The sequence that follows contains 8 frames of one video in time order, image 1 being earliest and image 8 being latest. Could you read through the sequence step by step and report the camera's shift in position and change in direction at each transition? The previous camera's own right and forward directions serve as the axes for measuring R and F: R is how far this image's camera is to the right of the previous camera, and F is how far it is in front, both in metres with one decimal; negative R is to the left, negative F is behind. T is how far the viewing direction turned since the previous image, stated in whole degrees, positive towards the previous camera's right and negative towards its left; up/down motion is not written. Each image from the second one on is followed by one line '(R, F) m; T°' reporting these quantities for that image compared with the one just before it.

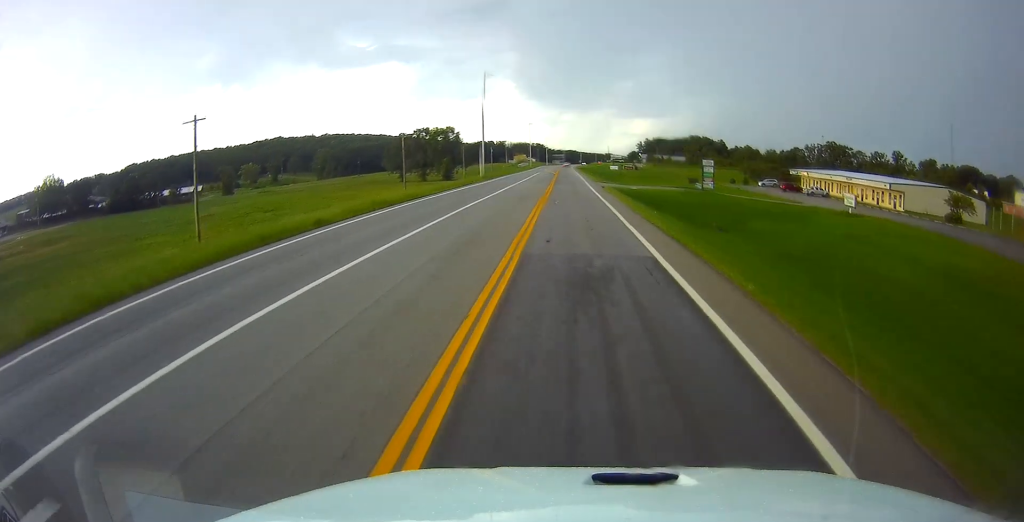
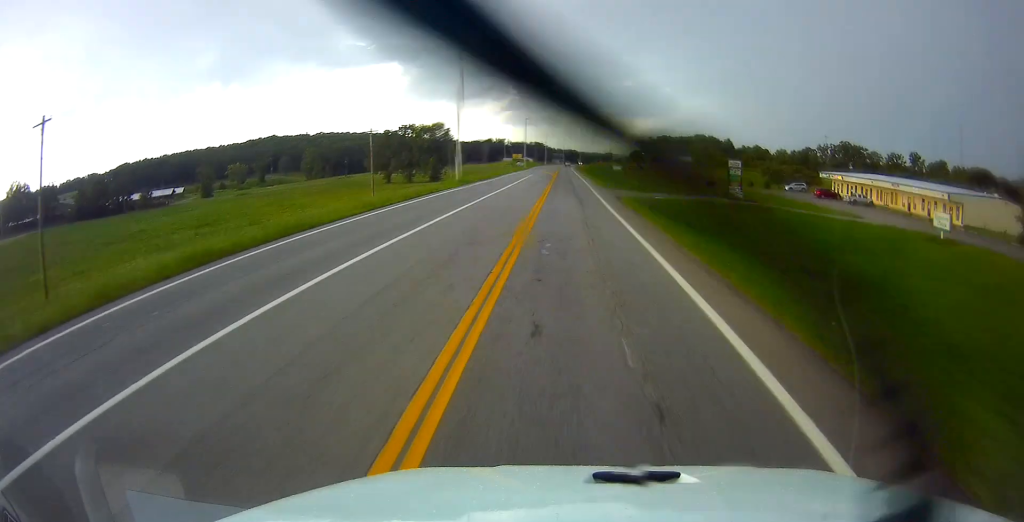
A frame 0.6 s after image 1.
(+0.3, +16.7) m; +1°
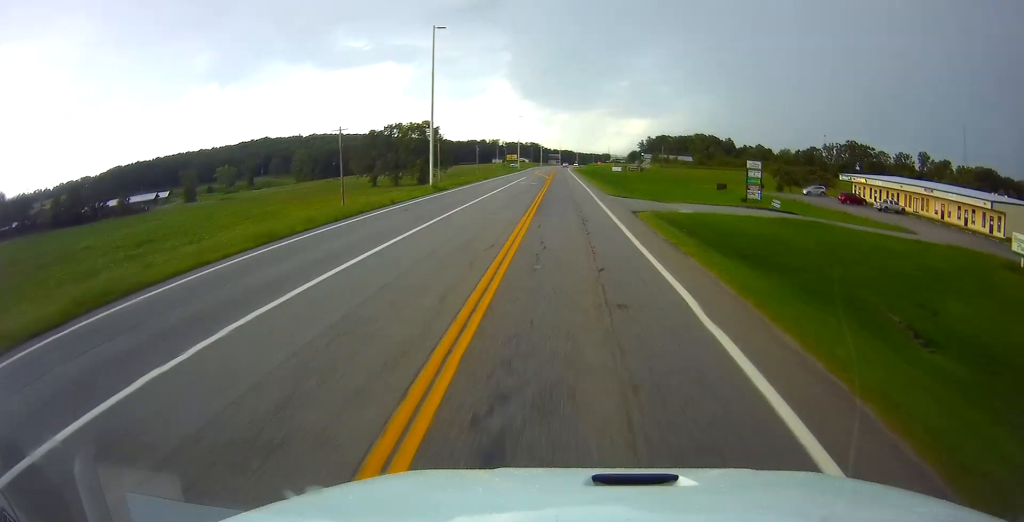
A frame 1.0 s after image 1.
(0.0, +10.6) m; 0°
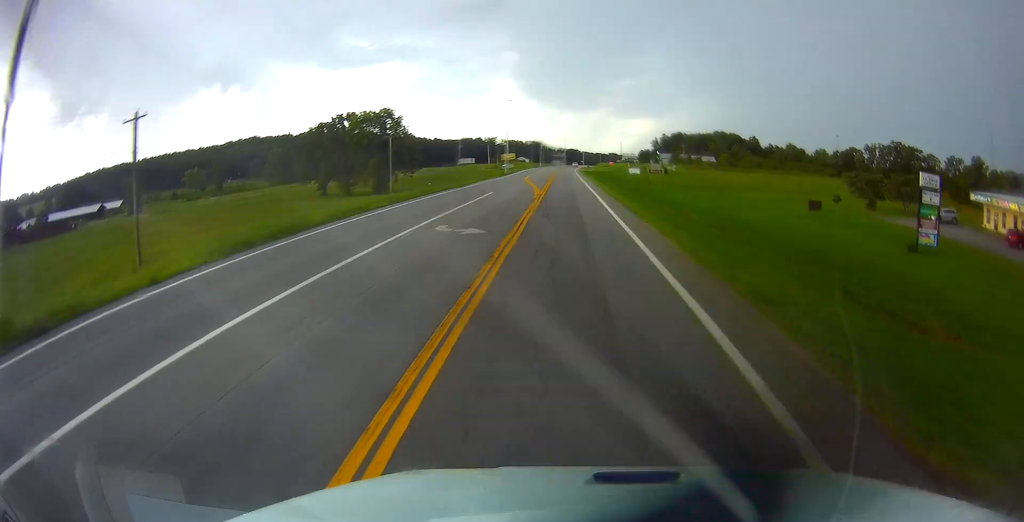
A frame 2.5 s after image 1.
(+0.1, +39.8) m; -1°
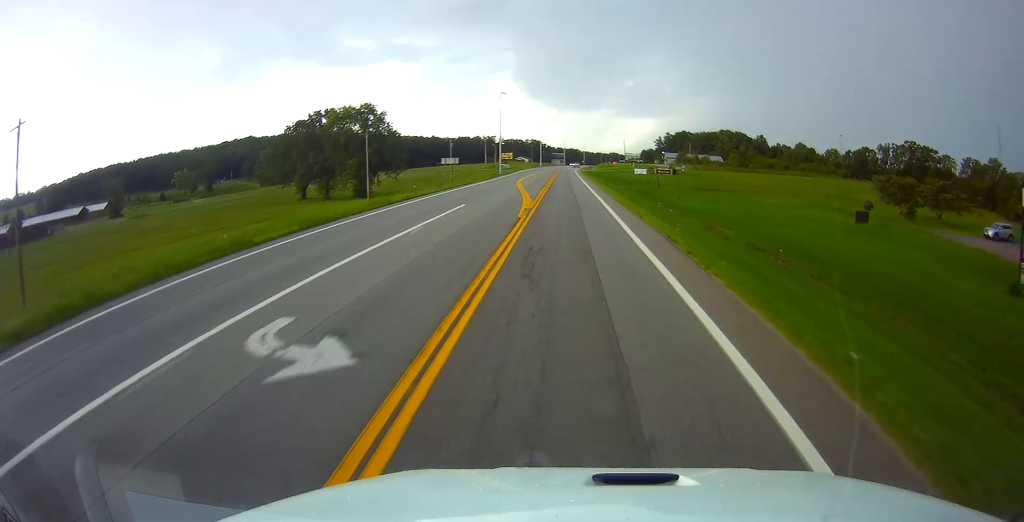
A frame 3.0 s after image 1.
(+0.1, +11.5) m; -1°
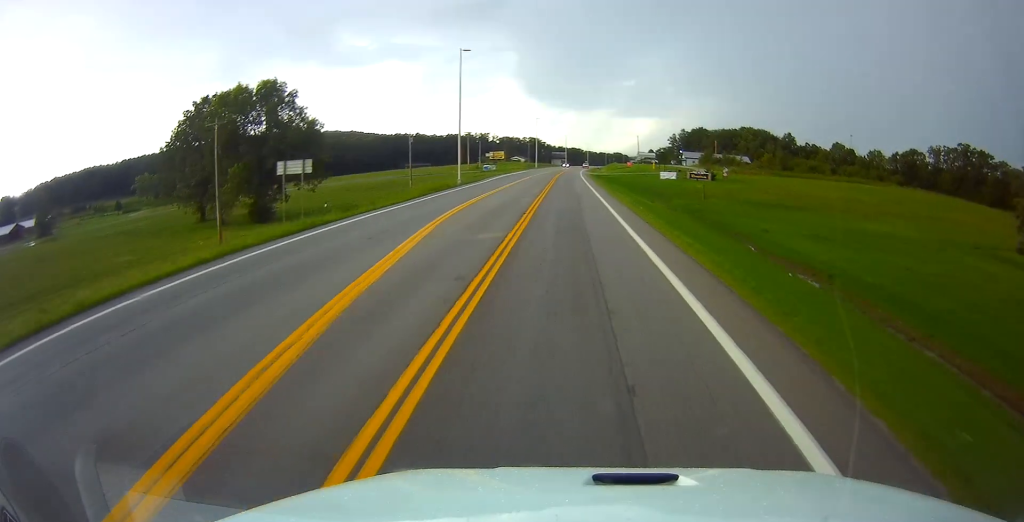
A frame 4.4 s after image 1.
(-0.3, +38.1) m; +1°
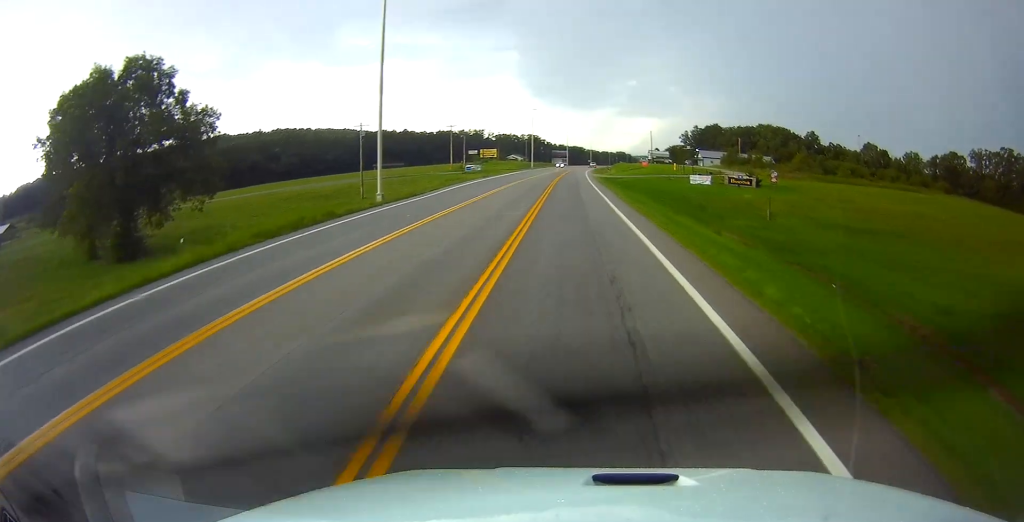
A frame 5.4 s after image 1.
(+0.3, +25.7) m; +1°
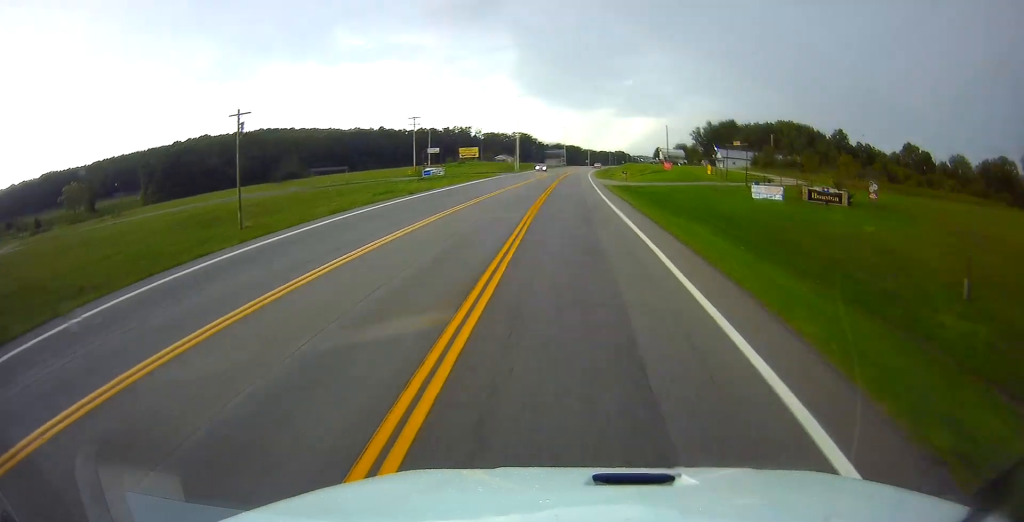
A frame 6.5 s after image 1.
(+0.1, +30.2) m; 0°
